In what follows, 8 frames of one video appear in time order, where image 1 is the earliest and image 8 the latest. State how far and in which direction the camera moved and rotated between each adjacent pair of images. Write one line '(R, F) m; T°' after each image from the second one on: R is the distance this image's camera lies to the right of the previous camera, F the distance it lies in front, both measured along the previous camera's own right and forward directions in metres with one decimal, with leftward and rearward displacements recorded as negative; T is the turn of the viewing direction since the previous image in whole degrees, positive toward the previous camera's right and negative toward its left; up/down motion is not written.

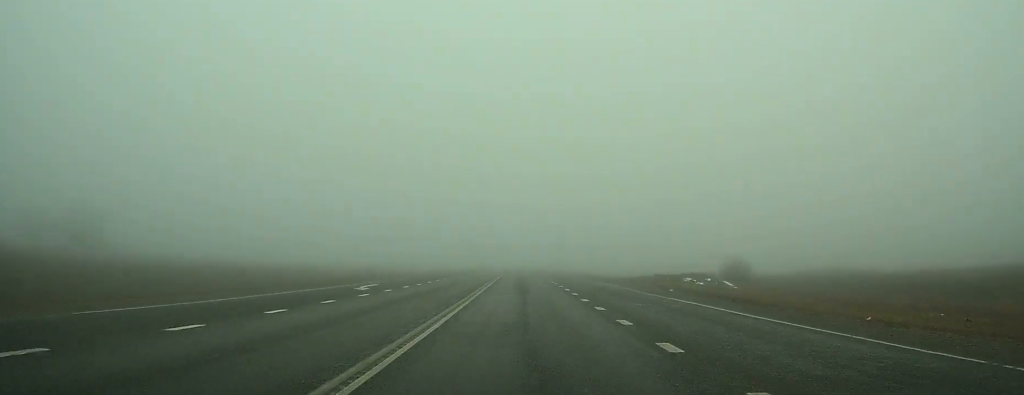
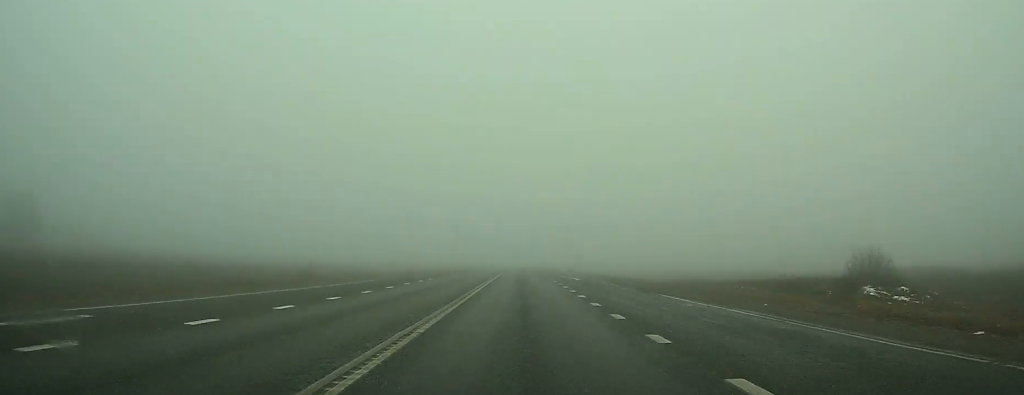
(0.0, +24.4) m; 0°
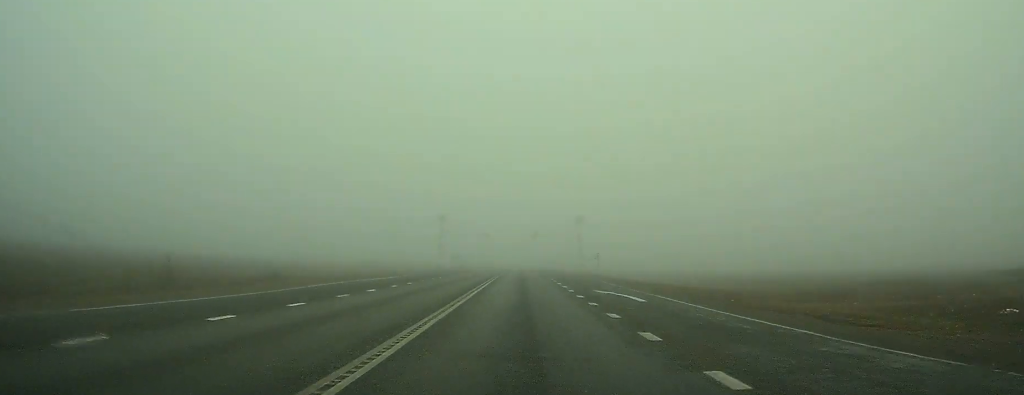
(0.0, +24.8) m; 0°
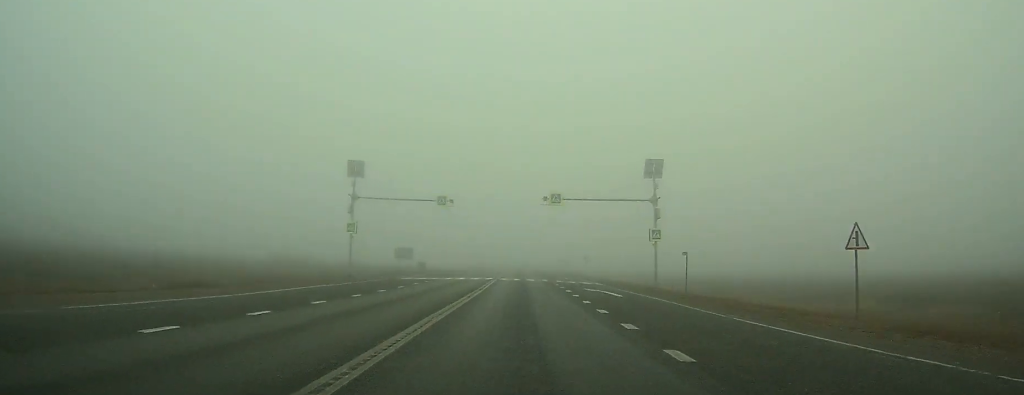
(+0.1, +59.3) m; 0°
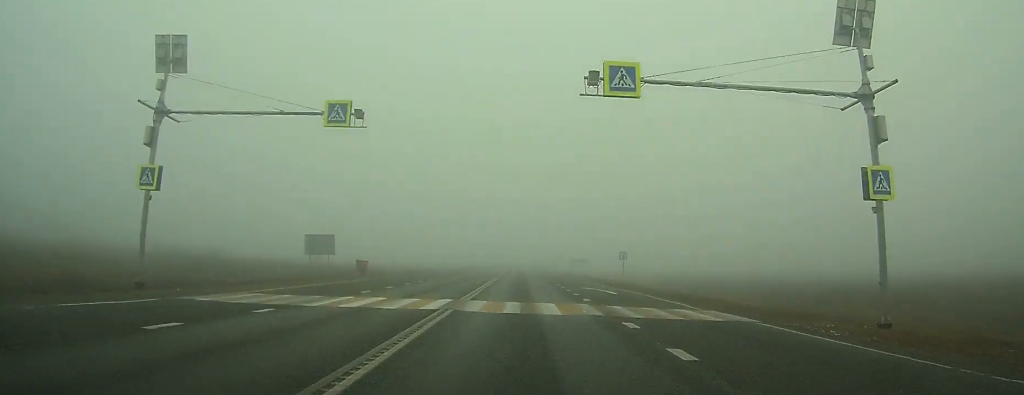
(0.0, +28.2) m; 0°
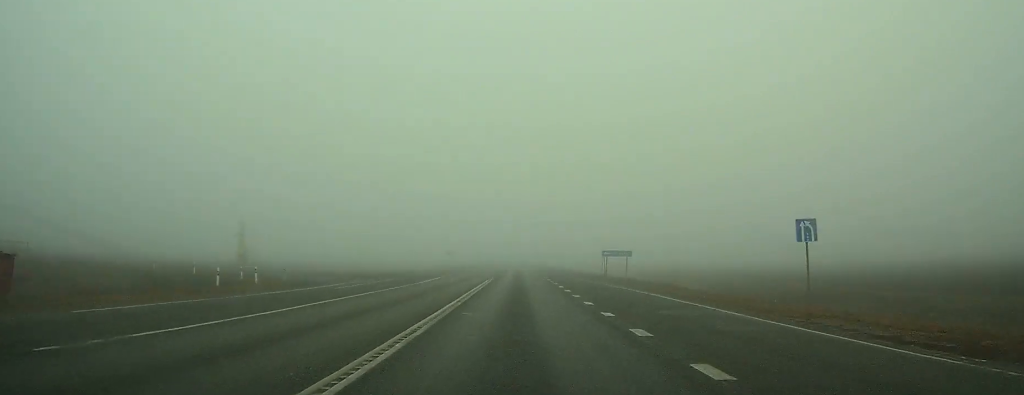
(0.0, +32.5) m; 0°
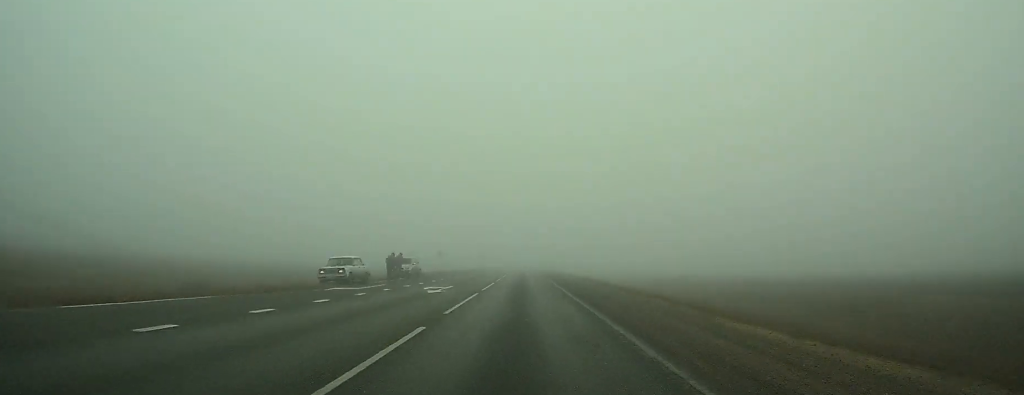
(-0.3, +125.5) m; 0°
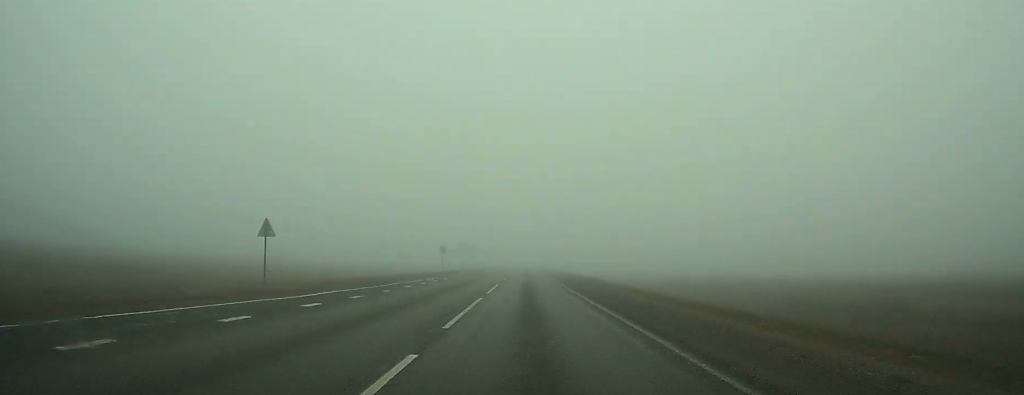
(-0.2, +52.9) m; 0°
